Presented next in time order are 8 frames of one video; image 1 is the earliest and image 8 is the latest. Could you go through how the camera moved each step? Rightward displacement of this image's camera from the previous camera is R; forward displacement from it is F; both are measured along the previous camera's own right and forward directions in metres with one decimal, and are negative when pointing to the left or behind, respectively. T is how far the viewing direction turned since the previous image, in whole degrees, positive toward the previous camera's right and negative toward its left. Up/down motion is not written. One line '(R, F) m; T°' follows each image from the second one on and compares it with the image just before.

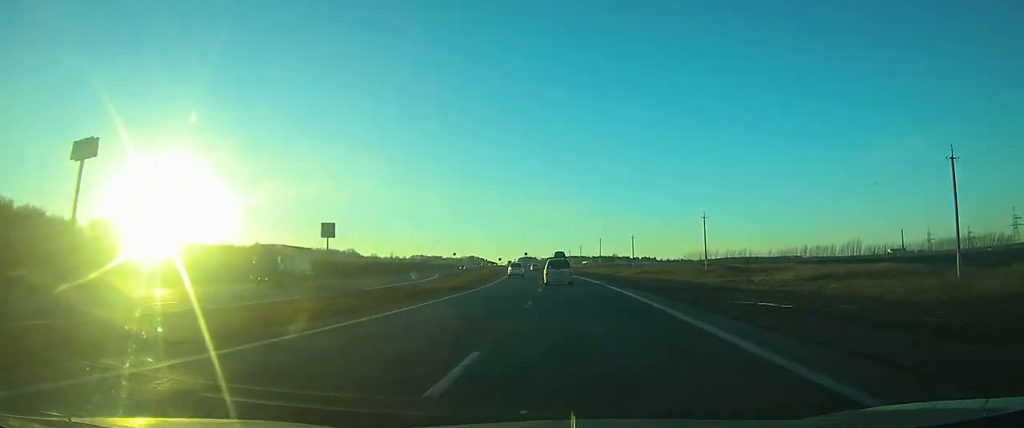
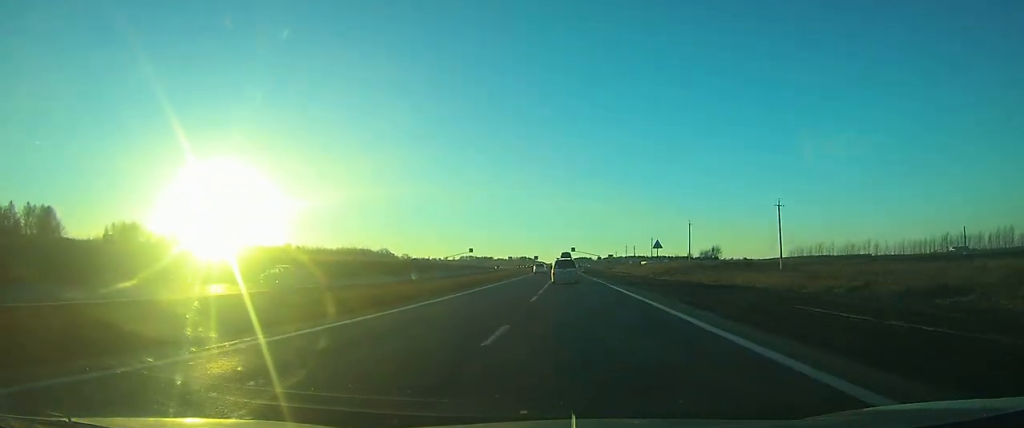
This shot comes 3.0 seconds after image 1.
(-4.0, +77.3) m; -5°
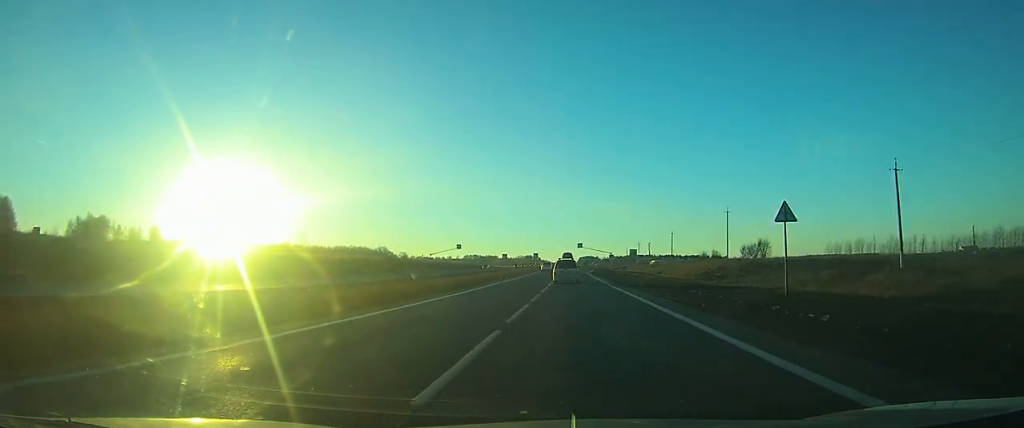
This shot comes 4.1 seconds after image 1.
(-0.3, +27.0) m; -1°
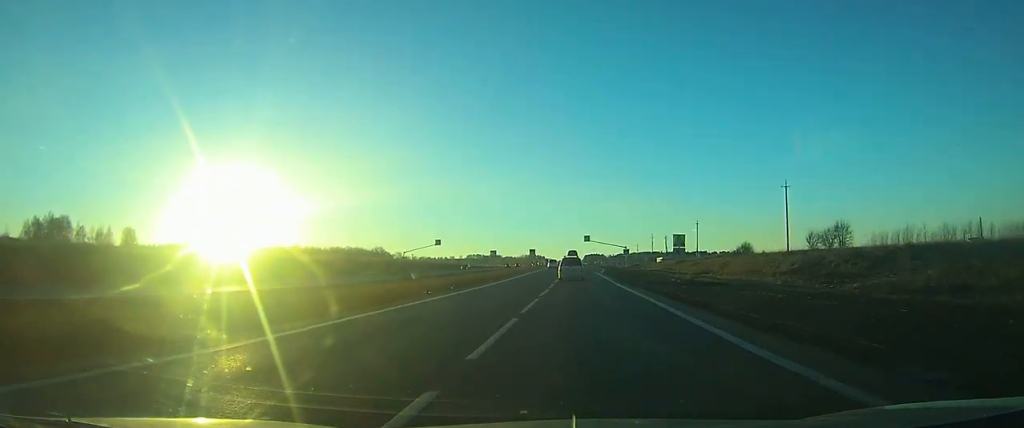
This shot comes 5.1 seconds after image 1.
(-0.2, +26.9) m; 0°
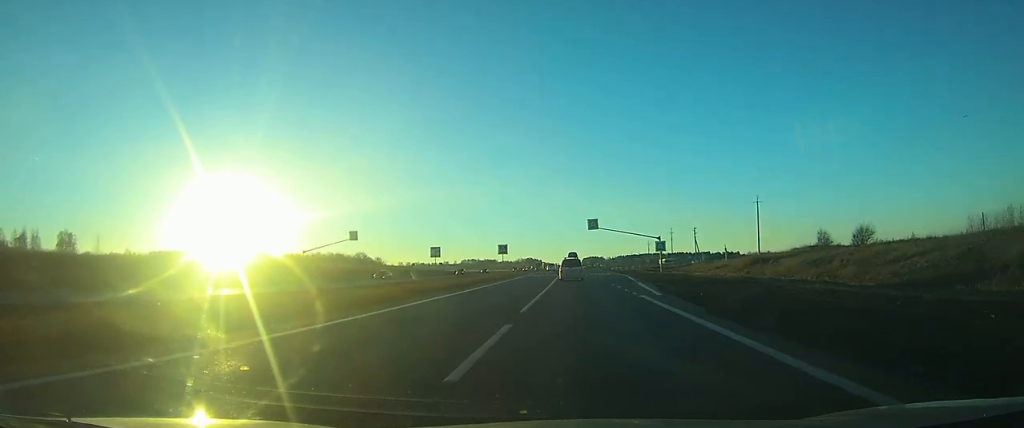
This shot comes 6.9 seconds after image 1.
(-0.3, +48.3) m; -1°
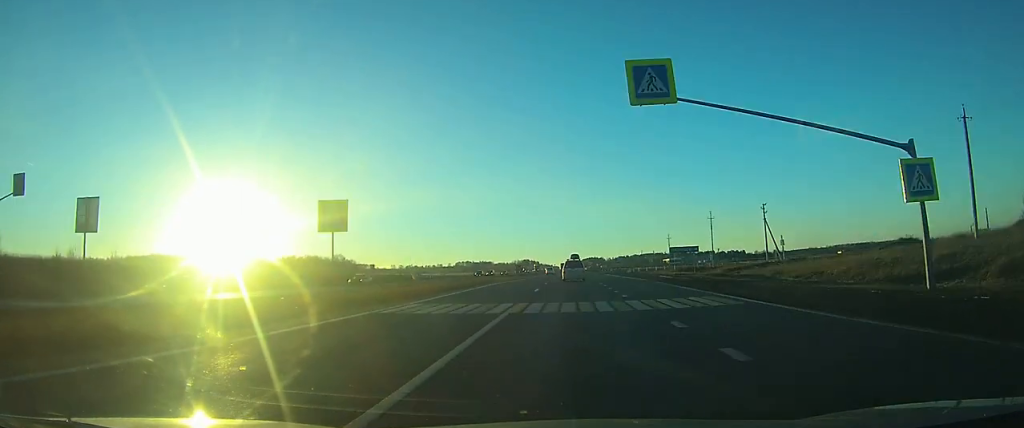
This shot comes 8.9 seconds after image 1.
(-0.2, +54.3) m; 0°
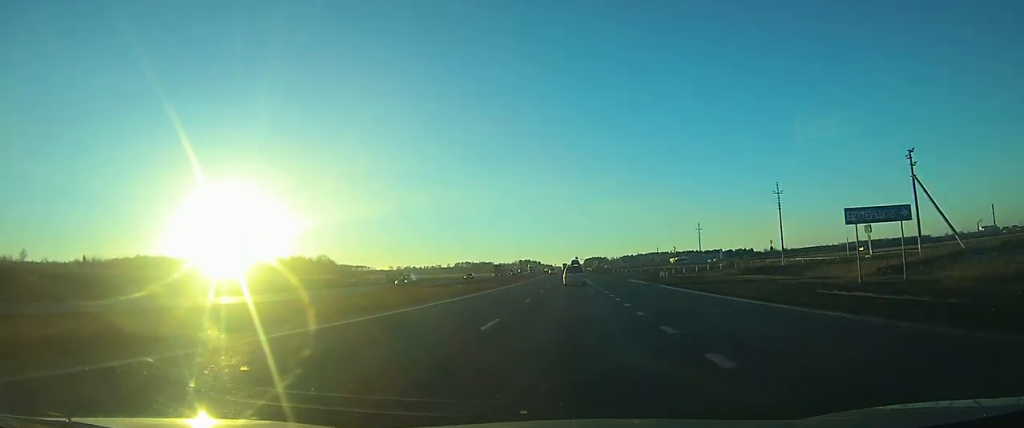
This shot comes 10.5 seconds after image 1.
(-0.1, +40.3) m; 0°
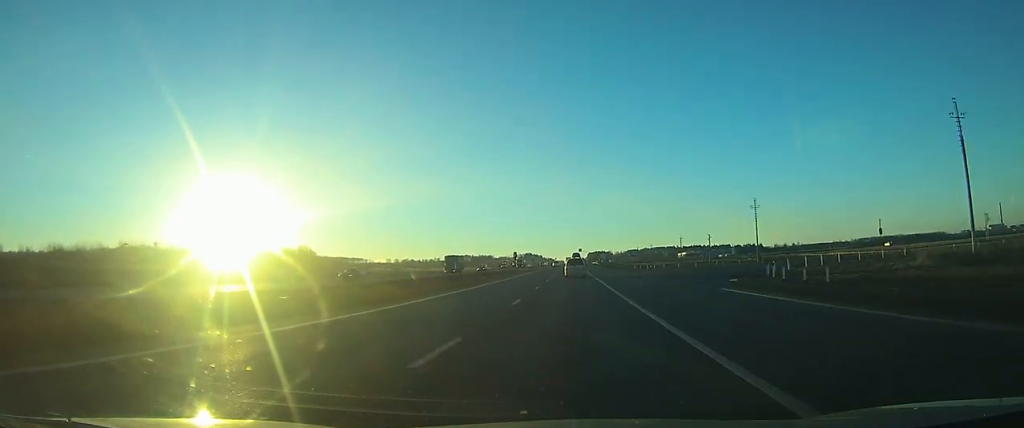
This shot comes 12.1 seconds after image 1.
(-0.1, +40.7) m; 0°
